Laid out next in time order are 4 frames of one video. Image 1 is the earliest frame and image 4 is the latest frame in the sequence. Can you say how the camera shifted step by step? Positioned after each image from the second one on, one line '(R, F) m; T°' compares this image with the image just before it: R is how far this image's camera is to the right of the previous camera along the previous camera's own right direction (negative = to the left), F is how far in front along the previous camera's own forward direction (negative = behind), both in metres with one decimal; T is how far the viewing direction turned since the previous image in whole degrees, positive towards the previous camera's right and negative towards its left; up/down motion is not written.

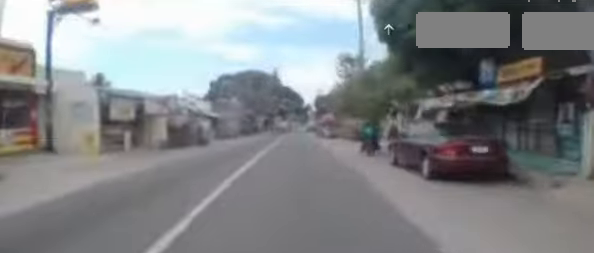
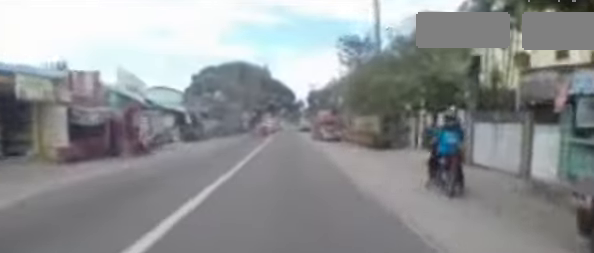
(-0.3, +7.7) m; -2°
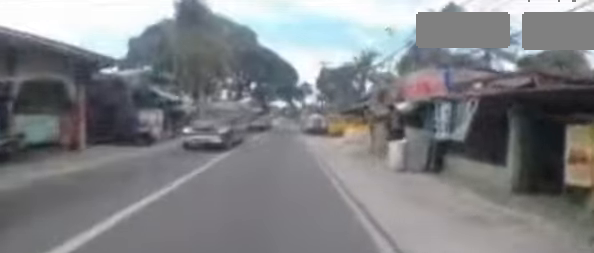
(+1.8, +29.7) m; +4°
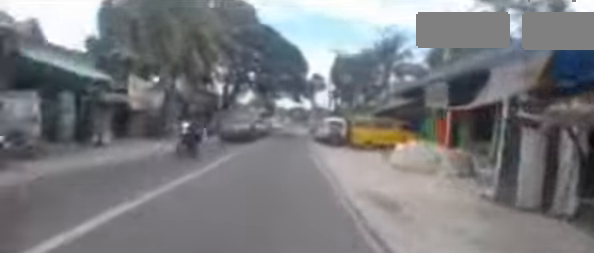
(-0.2, +8.7) m; -1°
